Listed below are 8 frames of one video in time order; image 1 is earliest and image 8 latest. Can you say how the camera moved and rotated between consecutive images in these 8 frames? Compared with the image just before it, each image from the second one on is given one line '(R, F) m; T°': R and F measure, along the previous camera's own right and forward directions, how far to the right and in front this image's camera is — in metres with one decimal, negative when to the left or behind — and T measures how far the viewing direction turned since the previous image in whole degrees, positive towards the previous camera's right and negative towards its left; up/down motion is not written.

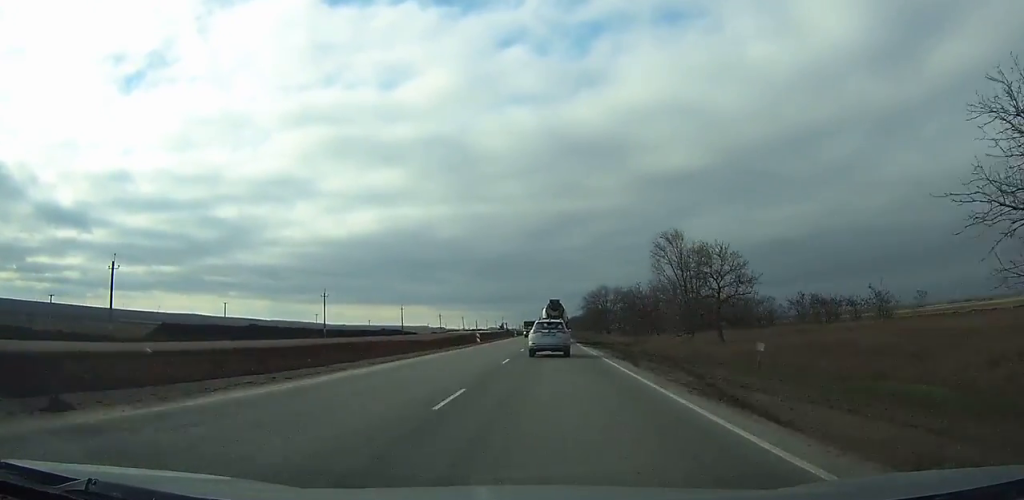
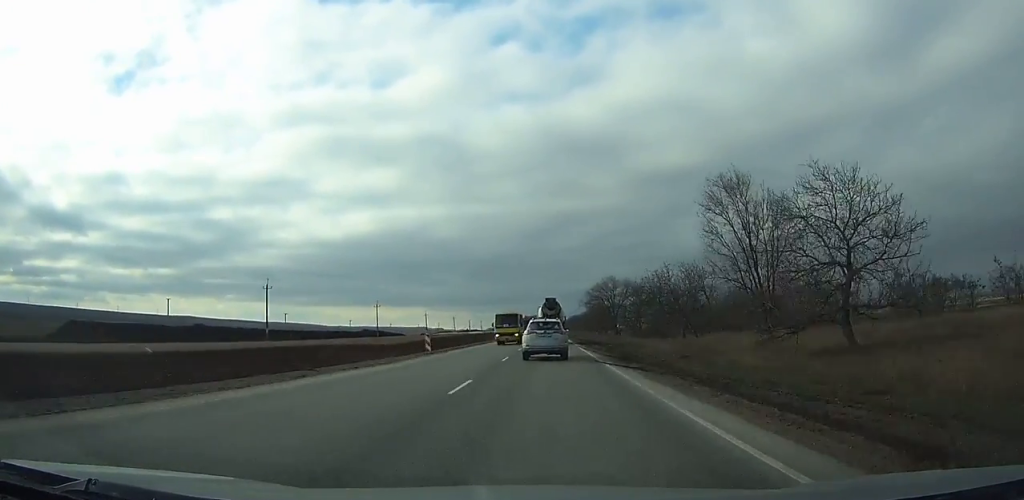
(0.0, +21.7) m; 0°
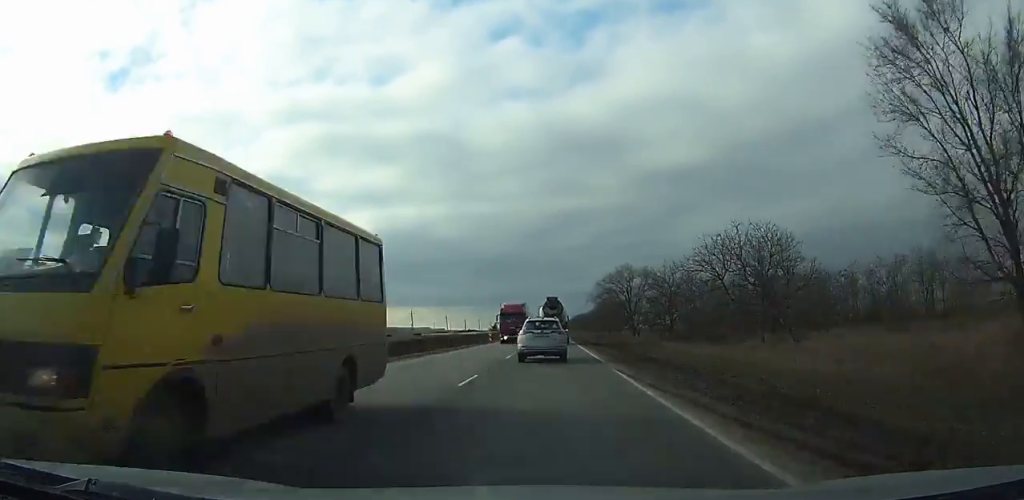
(0.0, +22.8) m; 0°
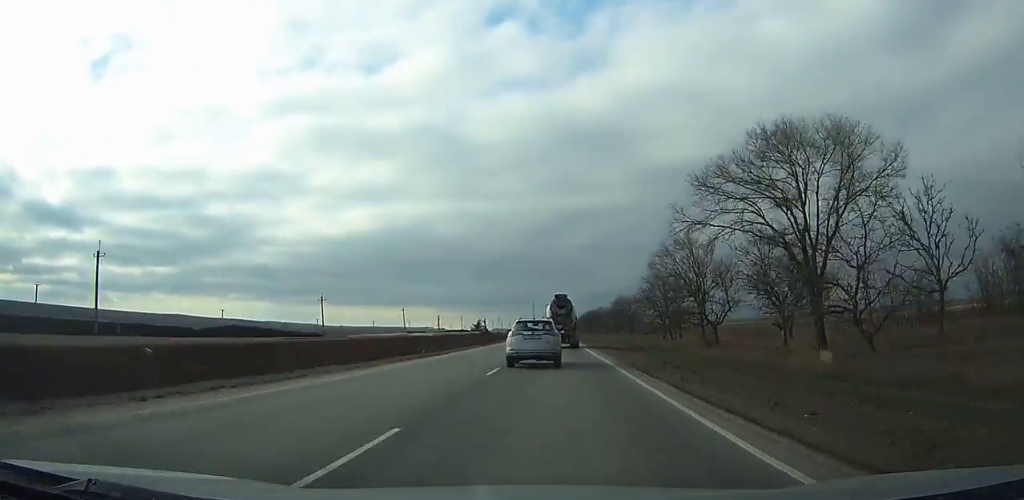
(+0.3, +68.9) m; 0°
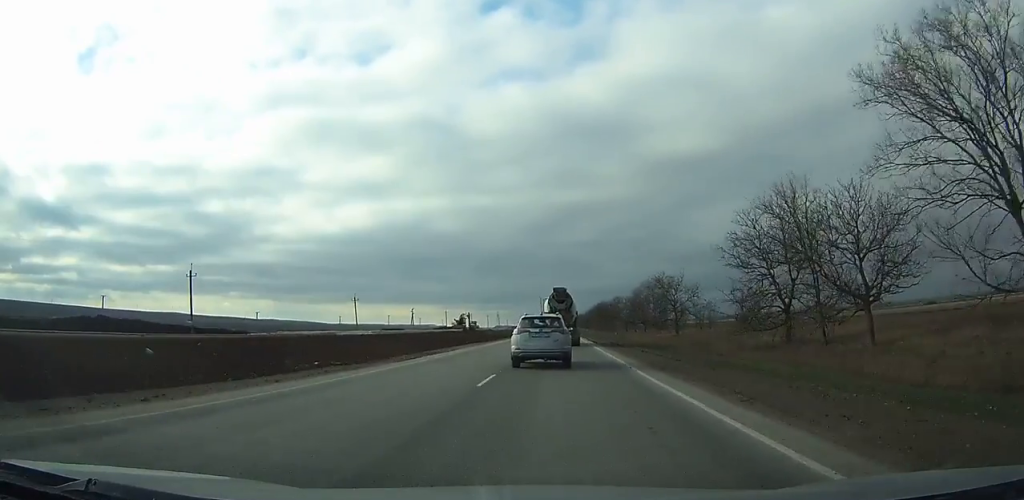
(0.0, +38.8) m; 0°
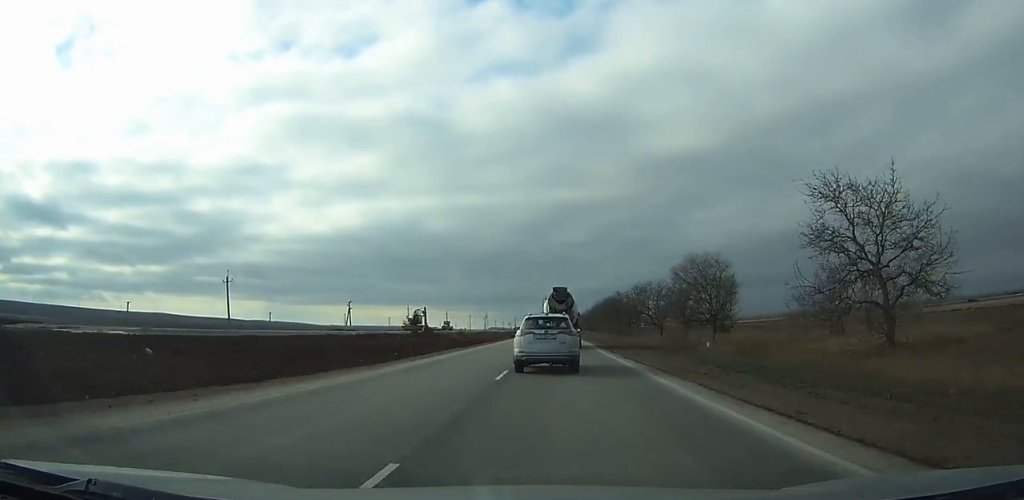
(0.0, +45.7) m; 0°
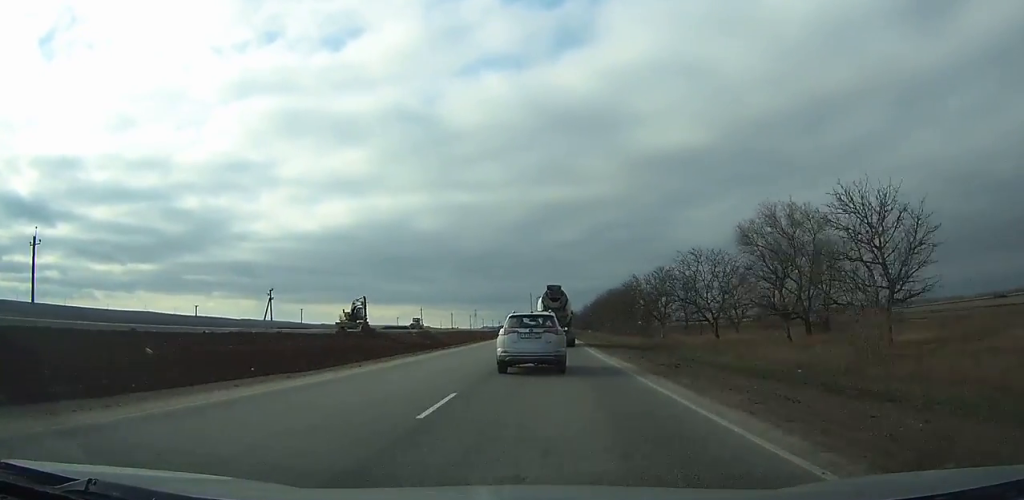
(0.0, +30.7) m; 0°
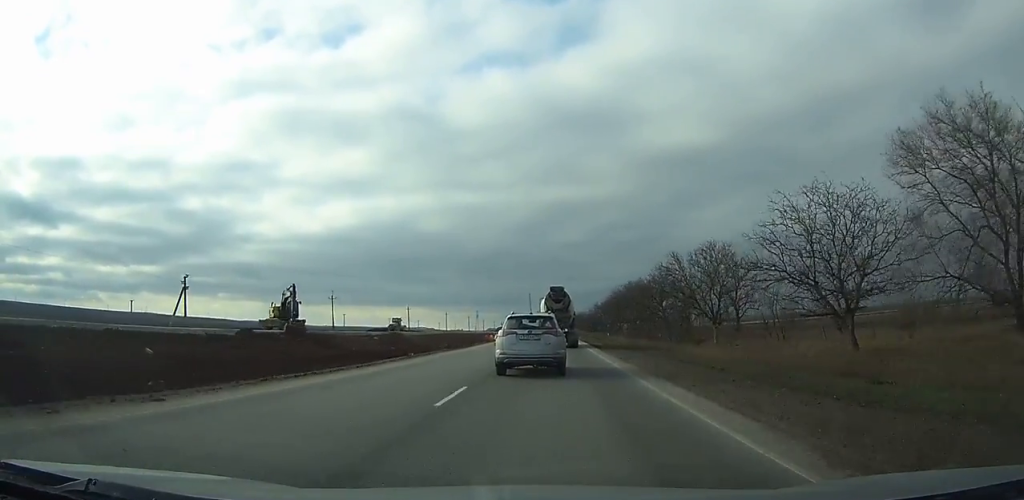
(0.0, +22.7) m; 0°
